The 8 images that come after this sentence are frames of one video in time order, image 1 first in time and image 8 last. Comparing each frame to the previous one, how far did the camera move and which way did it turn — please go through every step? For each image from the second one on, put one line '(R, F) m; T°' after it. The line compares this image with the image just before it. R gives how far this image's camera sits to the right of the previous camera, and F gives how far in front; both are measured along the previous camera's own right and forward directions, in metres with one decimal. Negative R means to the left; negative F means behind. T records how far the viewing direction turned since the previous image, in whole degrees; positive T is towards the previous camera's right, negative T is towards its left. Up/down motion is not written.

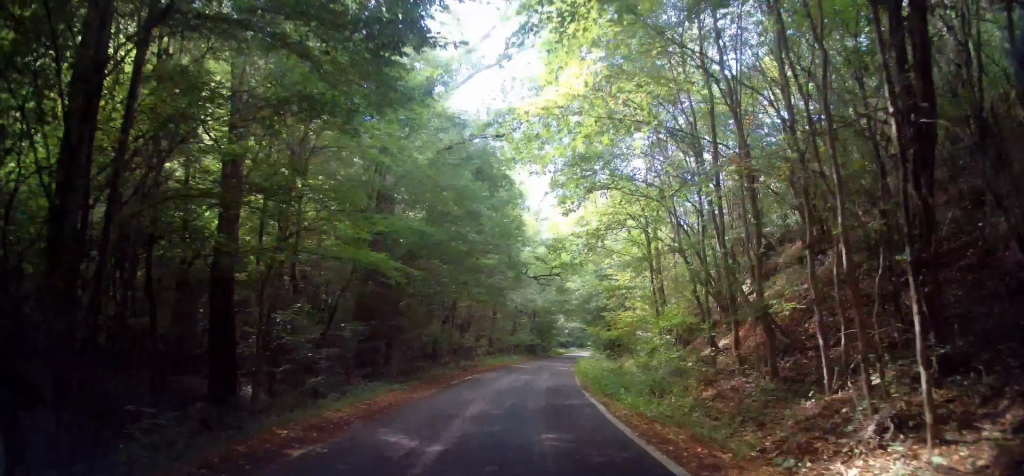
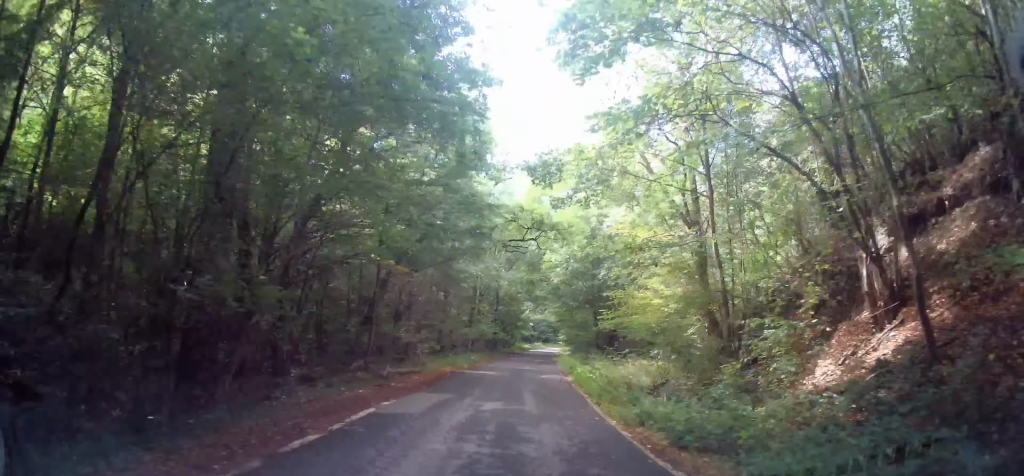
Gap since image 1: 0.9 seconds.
(+0.4, +9.1) m; +8°
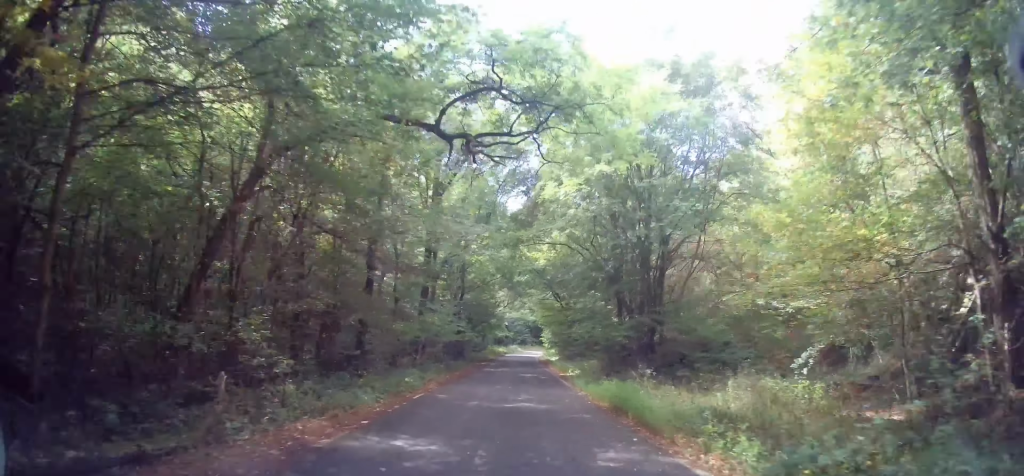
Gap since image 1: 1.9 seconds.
(+1.1, +11.6) m; +6°
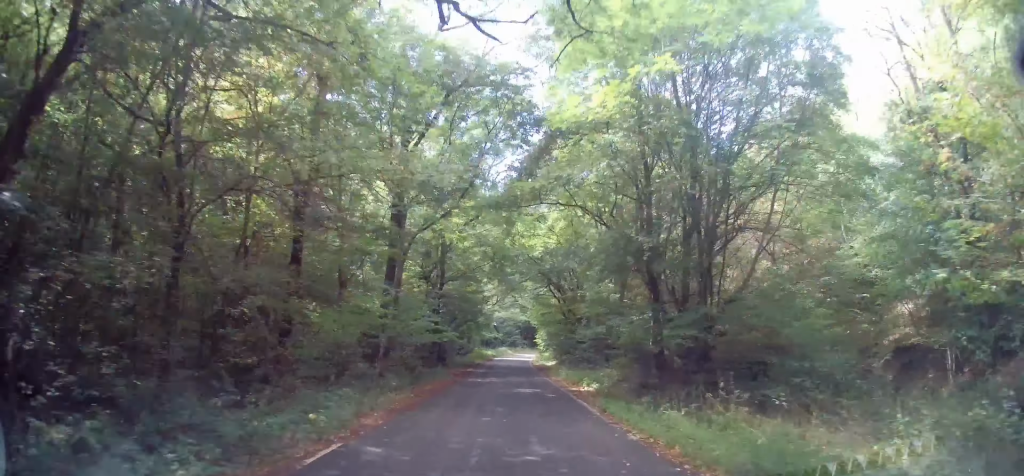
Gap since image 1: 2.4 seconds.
(0.0, +5.3) m; +1°
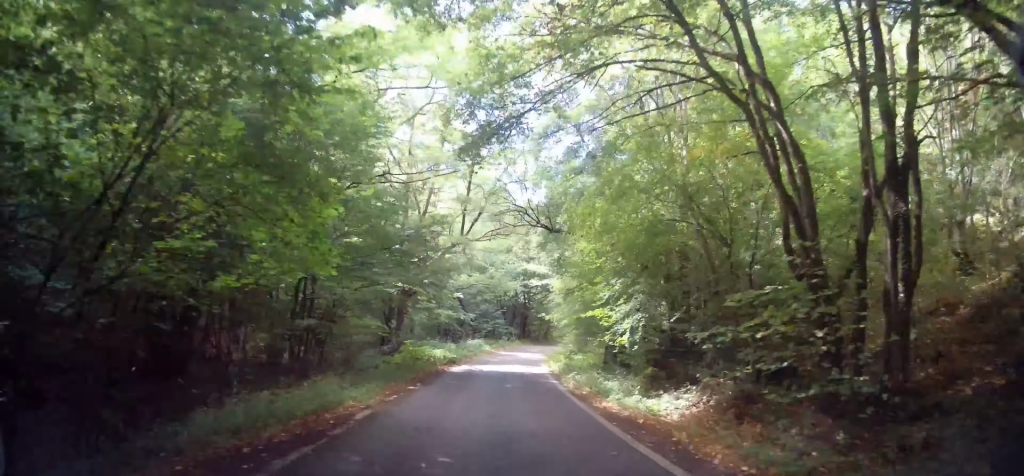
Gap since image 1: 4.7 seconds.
(+1.4, +27.5) m; +3°
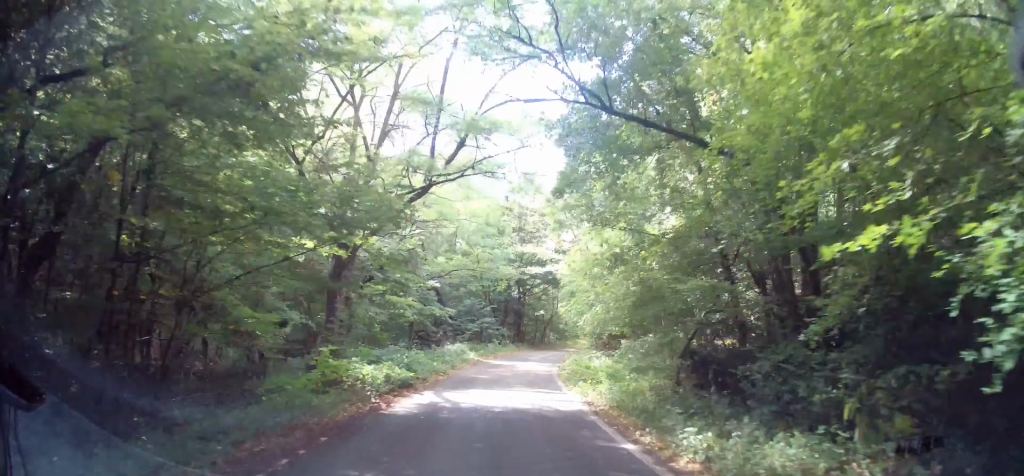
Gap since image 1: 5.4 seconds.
(-0.1, +9.0) m; +1°
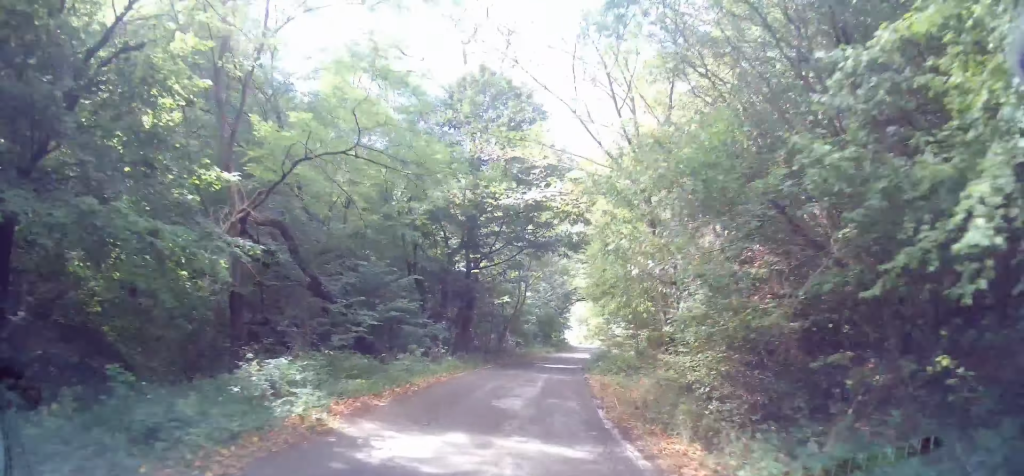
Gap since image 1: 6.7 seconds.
(+0.5, +17.4) m; +4°
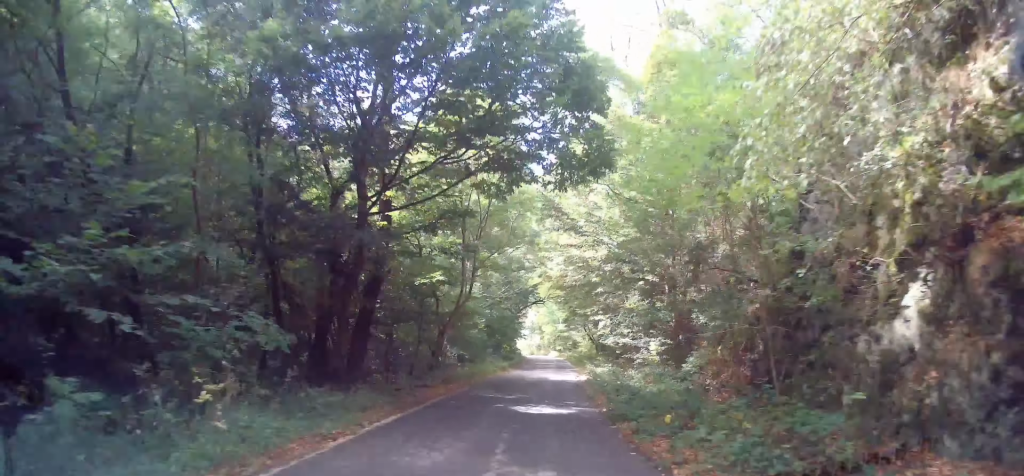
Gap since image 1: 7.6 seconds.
(+0.2, +11.3) m; +4°
